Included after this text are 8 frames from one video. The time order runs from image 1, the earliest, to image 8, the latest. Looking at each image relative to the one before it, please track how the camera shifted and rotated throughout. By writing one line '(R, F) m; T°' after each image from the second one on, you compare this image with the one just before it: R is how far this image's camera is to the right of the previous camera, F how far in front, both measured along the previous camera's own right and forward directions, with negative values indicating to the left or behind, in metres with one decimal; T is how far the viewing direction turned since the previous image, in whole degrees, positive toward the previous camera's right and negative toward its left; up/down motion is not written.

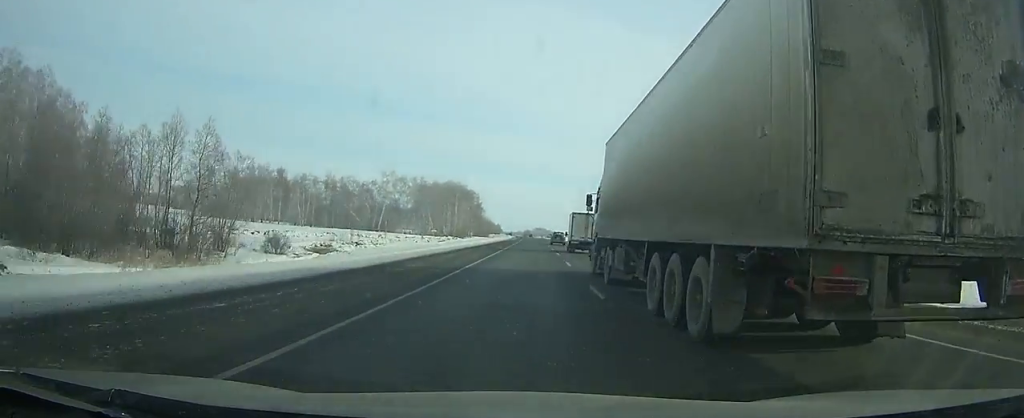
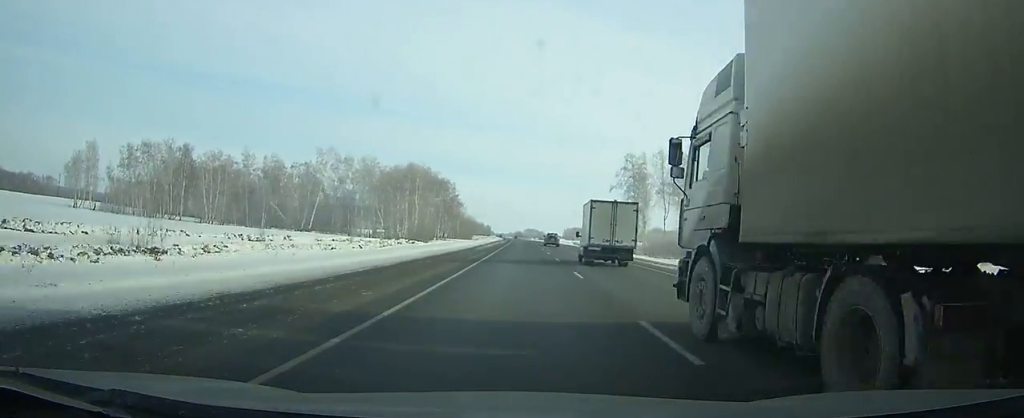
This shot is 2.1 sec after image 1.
(+0.2, +53.6) m; 0°
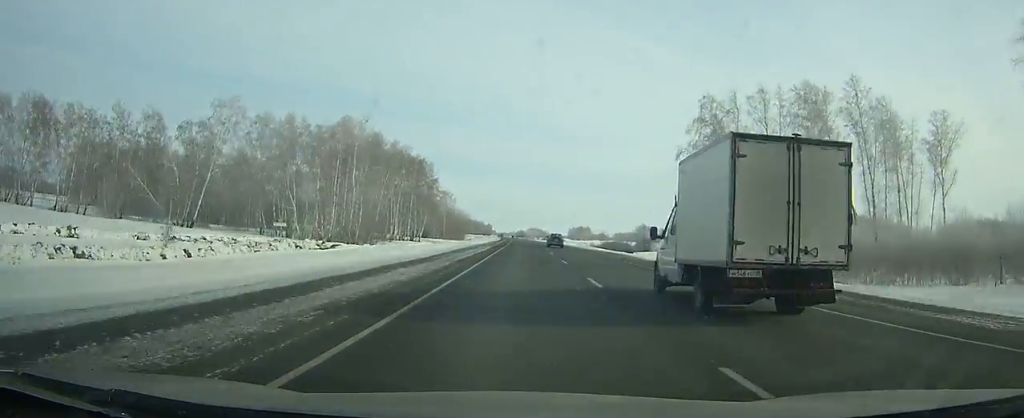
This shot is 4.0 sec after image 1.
(+0.2, +51.2) m; 0°
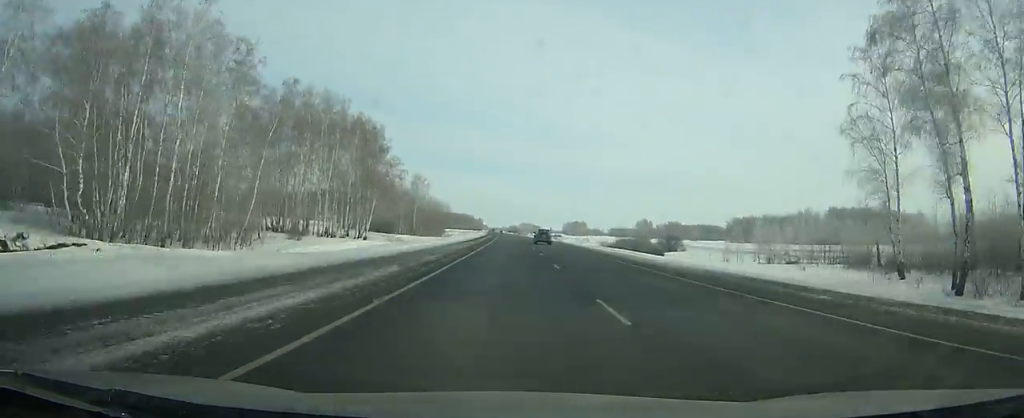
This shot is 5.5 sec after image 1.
(+0.1, +41.1) m; 0°
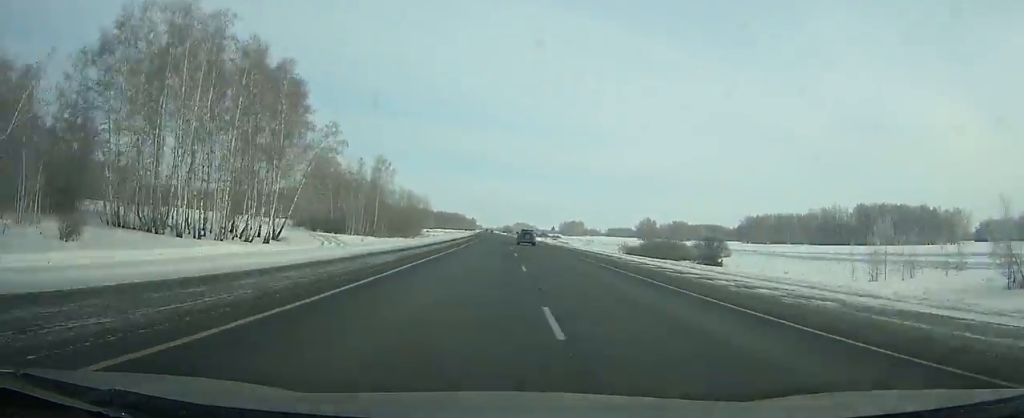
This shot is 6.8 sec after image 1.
(+0.3, +36.0) m; 0°
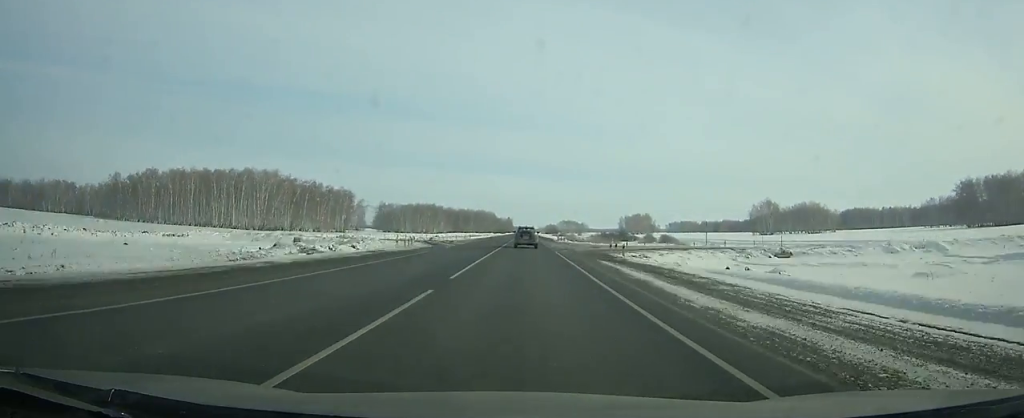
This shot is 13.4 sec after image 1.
(-4.6, +181.0) m; -3°
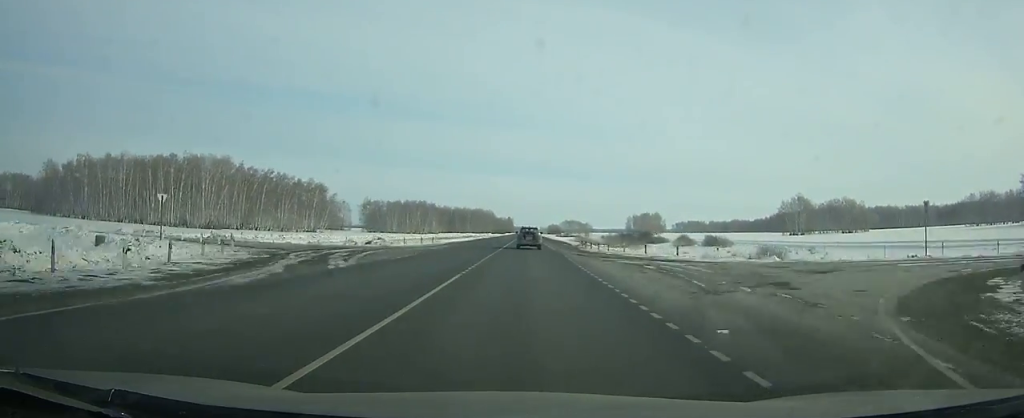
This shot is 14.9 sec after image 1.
(-0.1, +39.6) m; 0°
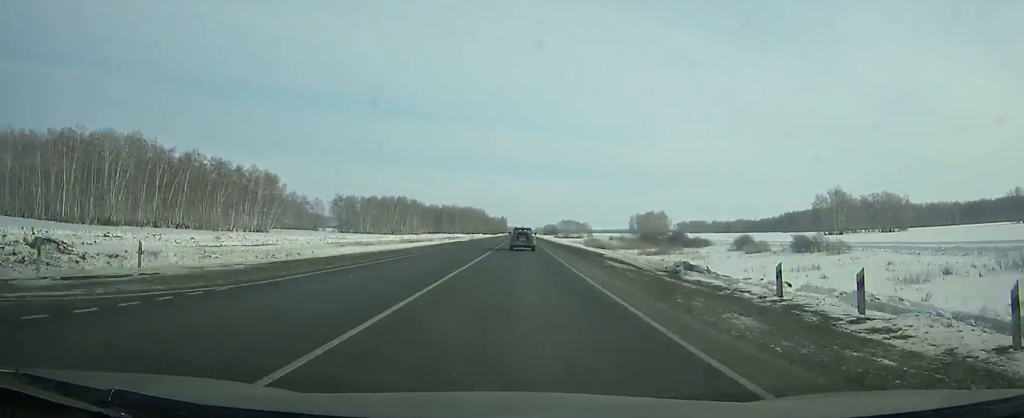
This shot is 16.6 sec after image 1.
(-0.1, +44.7) m; 0°
